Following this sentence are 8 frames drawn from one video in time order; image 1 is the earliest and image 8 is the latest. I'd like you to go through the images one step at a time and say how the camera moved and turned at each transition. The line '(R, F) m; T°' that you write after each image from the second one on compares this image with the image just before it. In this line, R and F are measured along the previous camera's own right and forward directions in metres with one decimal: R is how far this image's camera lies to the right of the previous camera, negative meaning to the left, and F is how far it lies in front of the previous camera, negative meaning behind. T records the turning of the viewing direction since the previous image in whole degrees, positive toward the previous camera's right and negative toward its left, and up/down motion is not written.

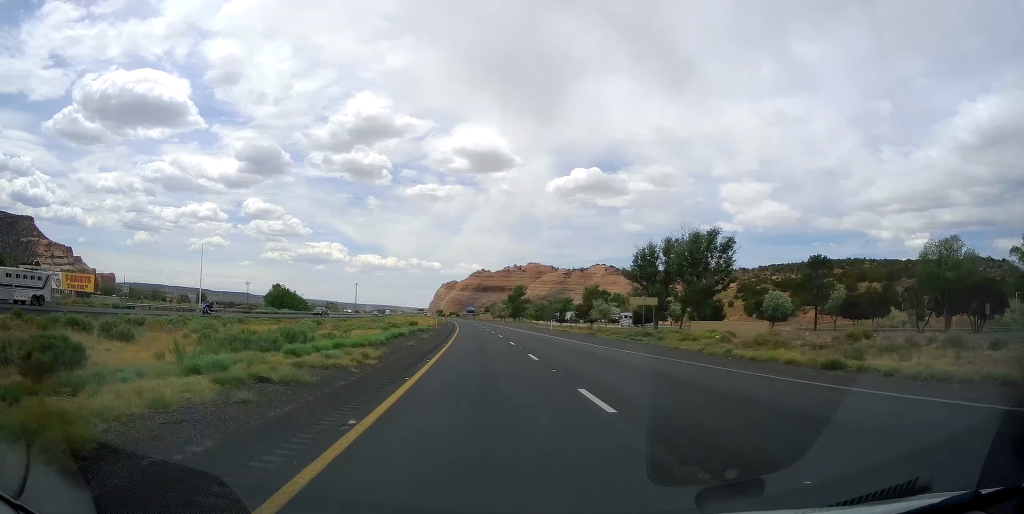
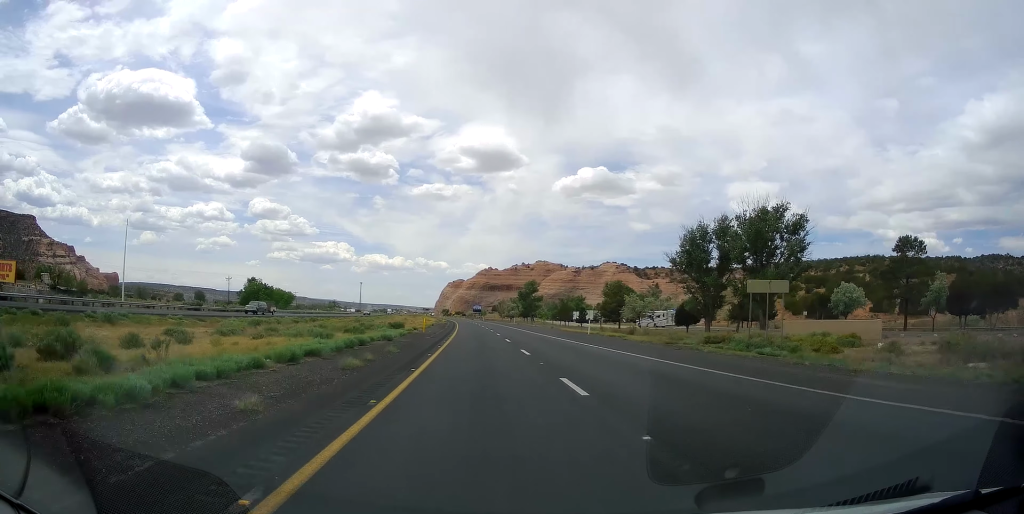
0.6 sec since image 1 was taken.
(+0.1, +22.3) m; -1°
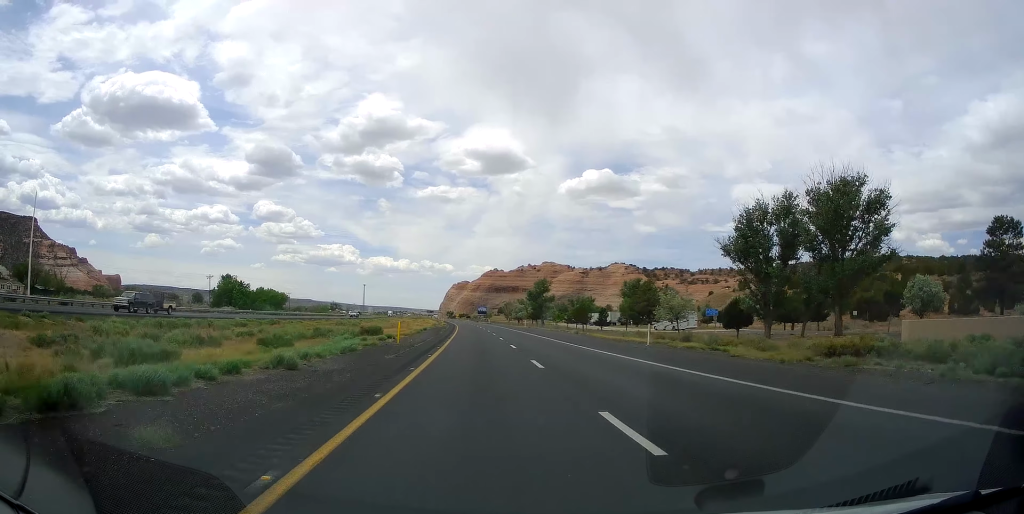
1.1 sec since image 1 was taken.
(-0.6, +17.5) m; -1°
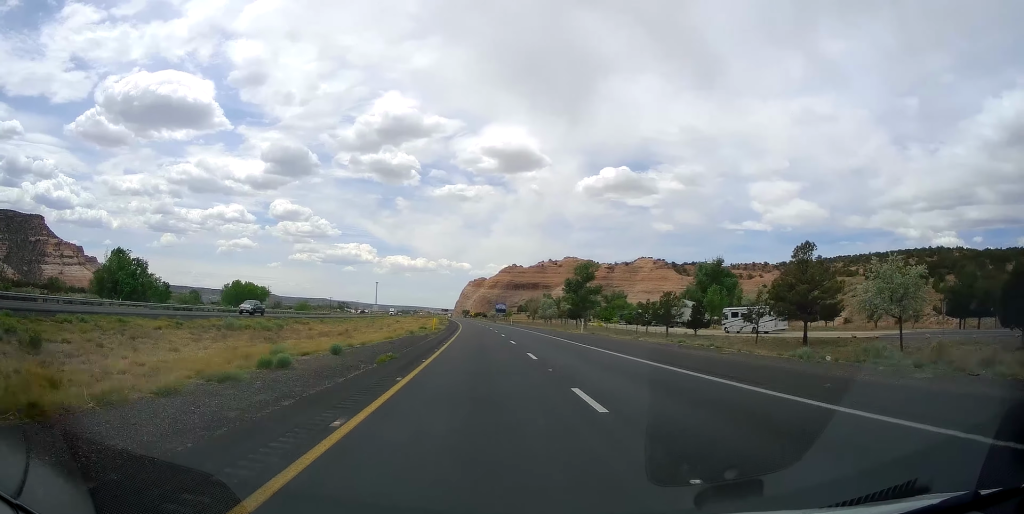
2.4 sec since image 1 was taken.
(+0.2, +45.7) m; -2°
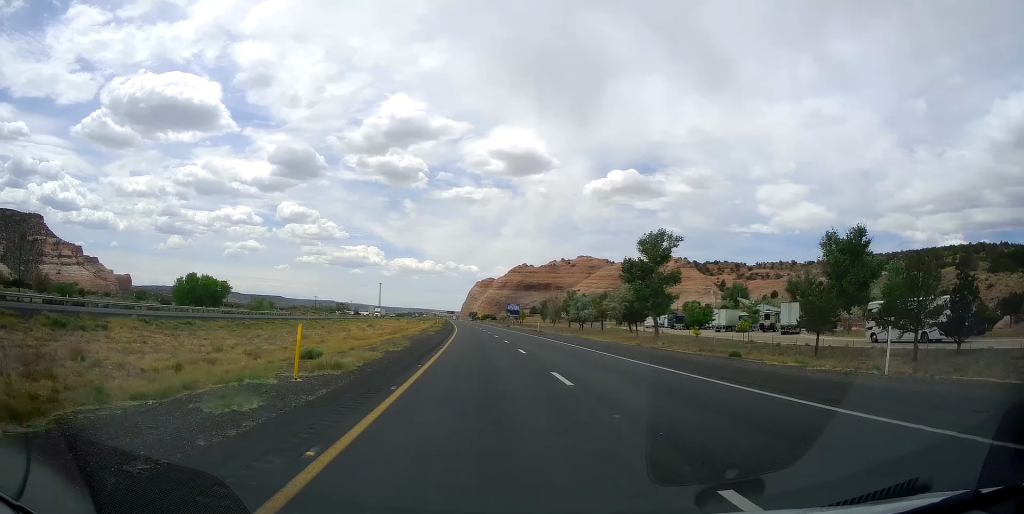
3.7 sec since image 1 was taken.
(-1.6, +44.3) m; 0°
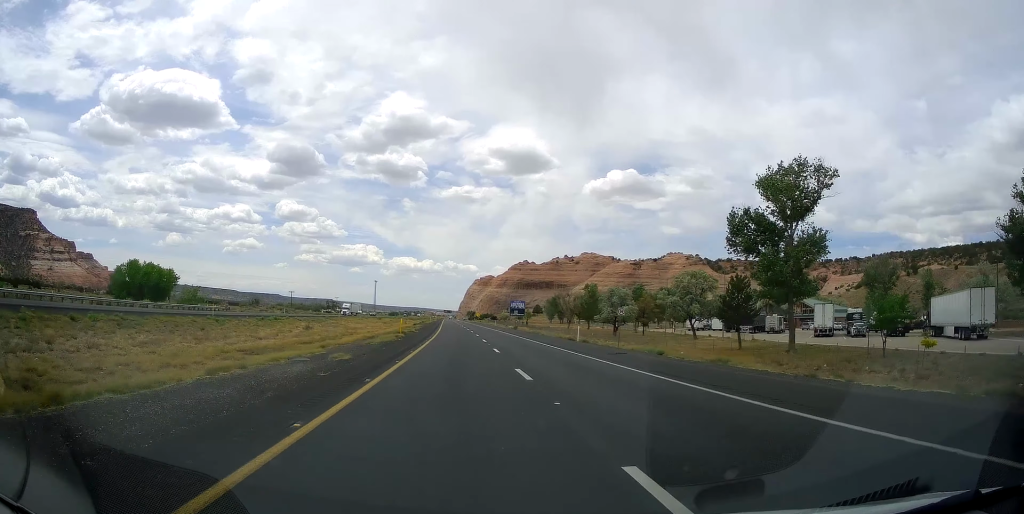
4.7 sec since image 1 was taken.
(+0.9, +35.1) m; 0°
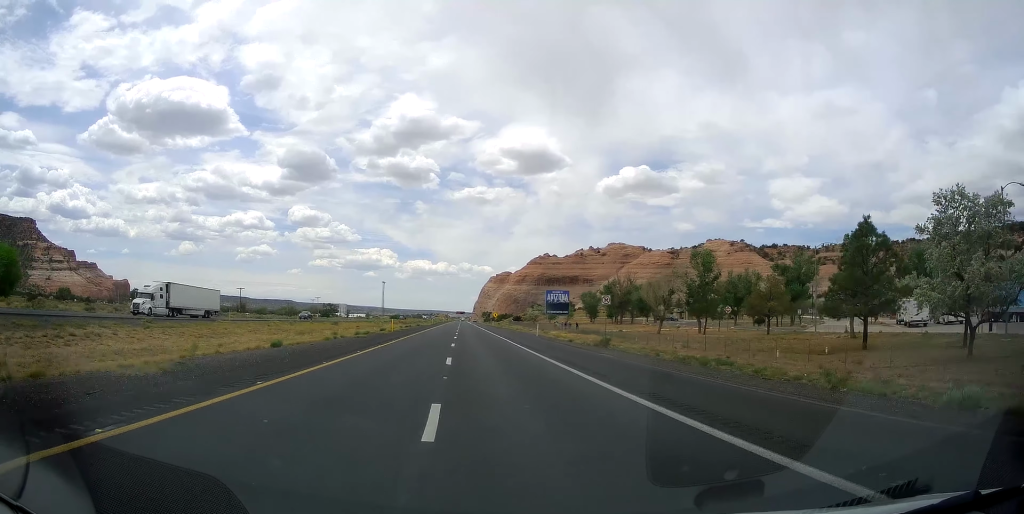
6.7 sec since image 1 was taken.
(-2.4, +69.0) m; -3°
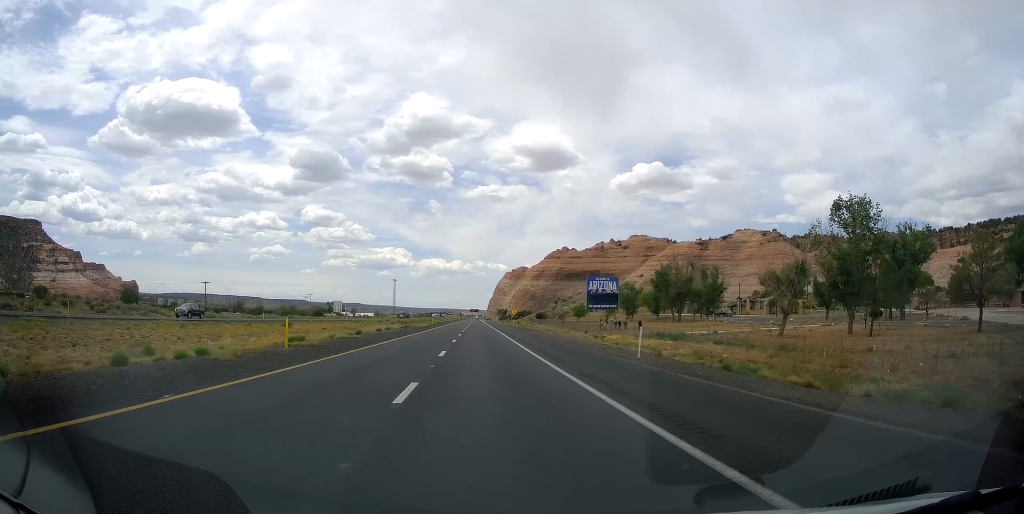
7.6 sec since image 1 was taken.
(+0.2, +33.9) m; -1°
